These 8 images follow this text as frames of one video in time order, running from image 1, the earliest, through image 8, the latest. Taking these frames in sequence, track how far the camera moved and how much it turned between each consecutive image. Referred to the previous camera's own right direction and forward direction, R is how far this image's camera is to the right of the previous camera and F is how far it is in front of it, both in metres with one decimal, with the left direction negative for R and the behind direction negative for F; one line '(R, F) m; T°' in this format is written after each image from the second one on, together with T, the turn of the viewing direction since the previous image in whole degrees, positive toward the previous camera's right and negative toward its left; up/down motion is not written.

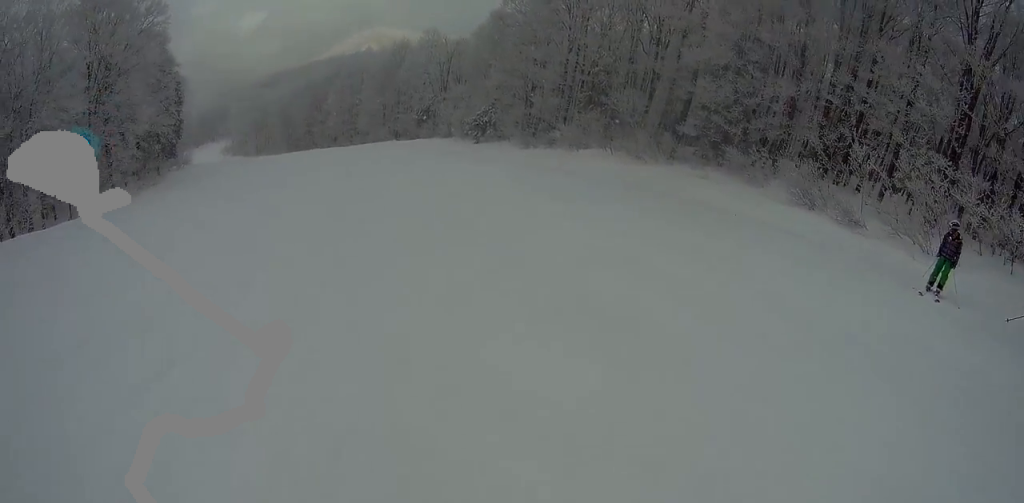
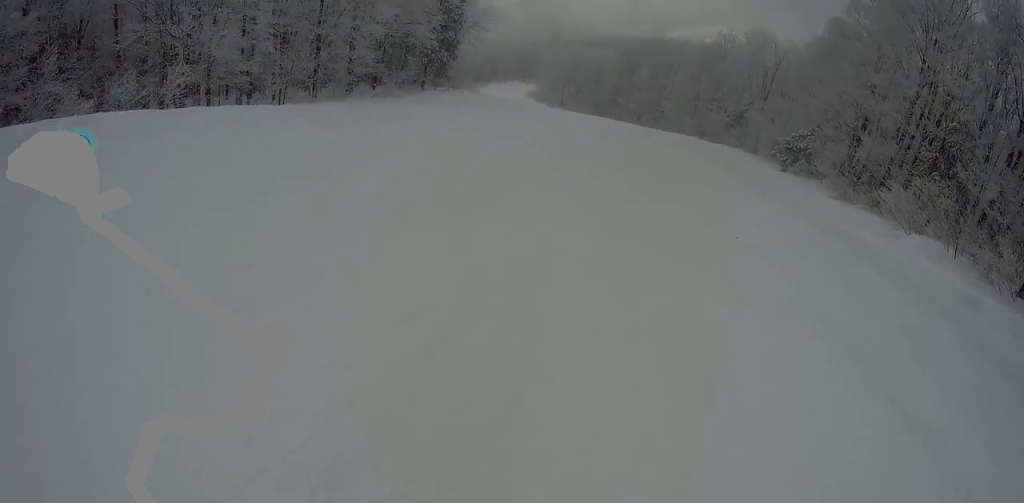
(0.0, +9.1) m; -1°
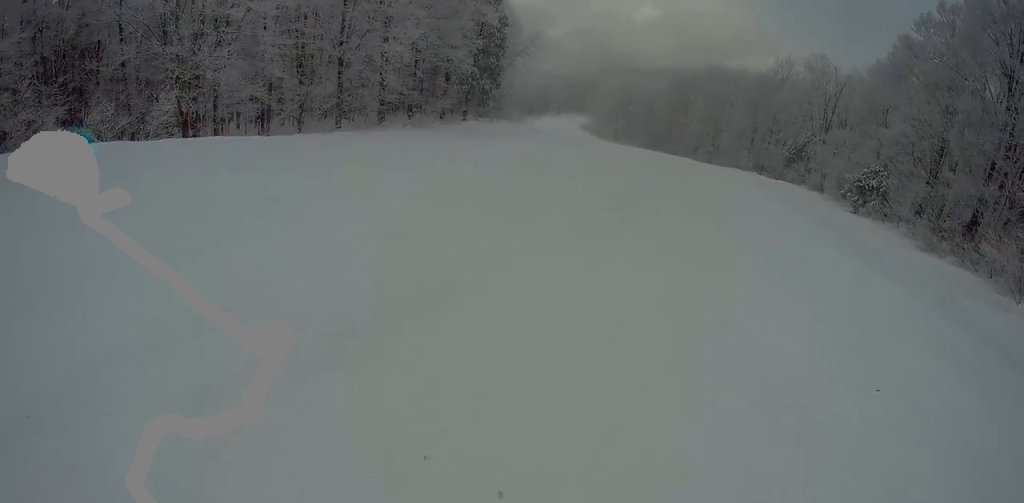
(+0.1, +4.2) m; -5°
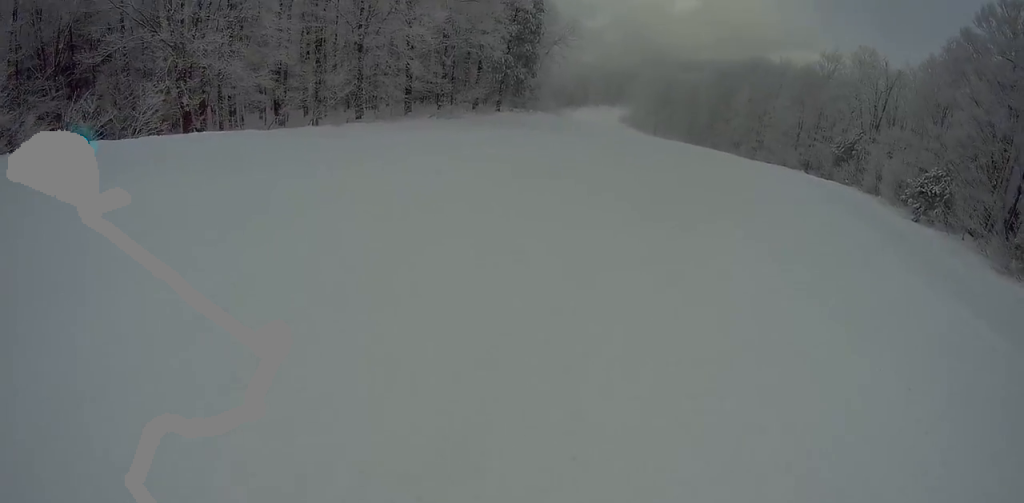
(+0.1, +2.8) m; -3°
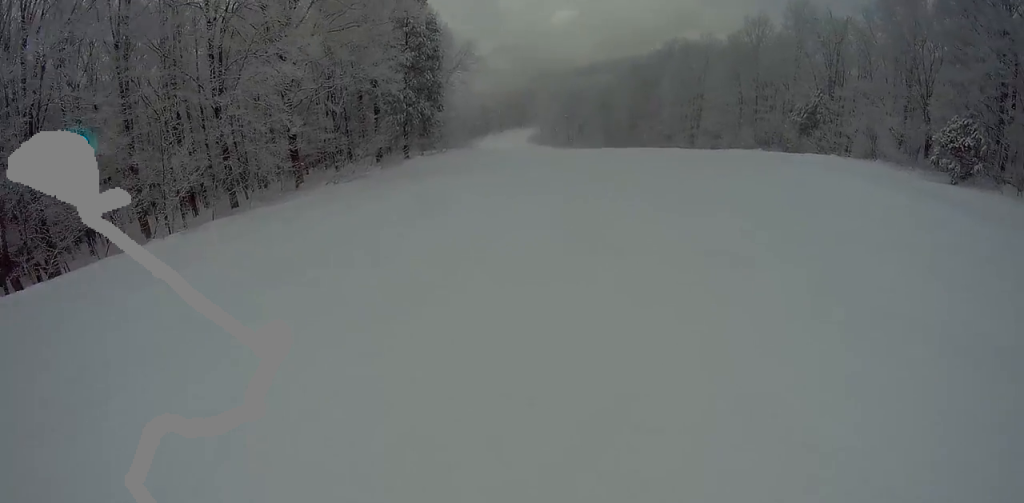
(-1.0, +7.5) m; -7°
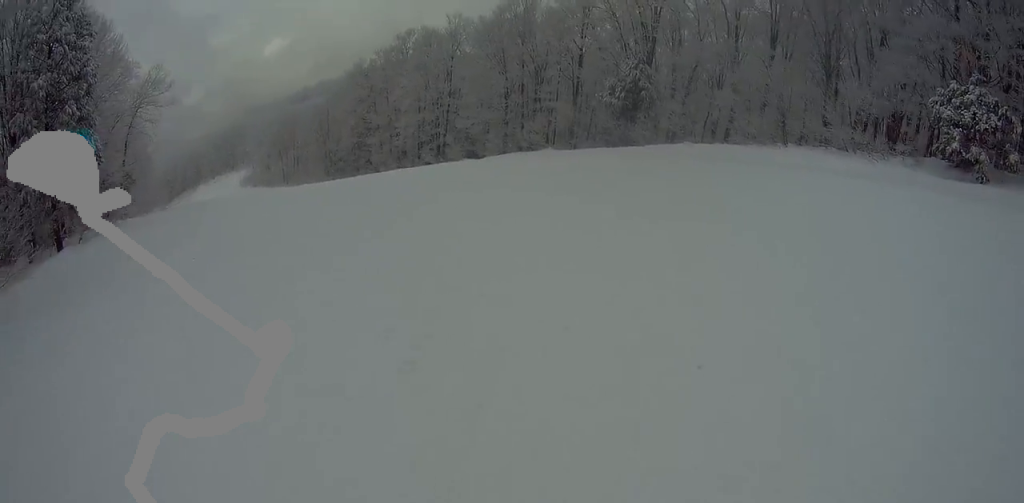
(+0.7, +14.5) m; +10°
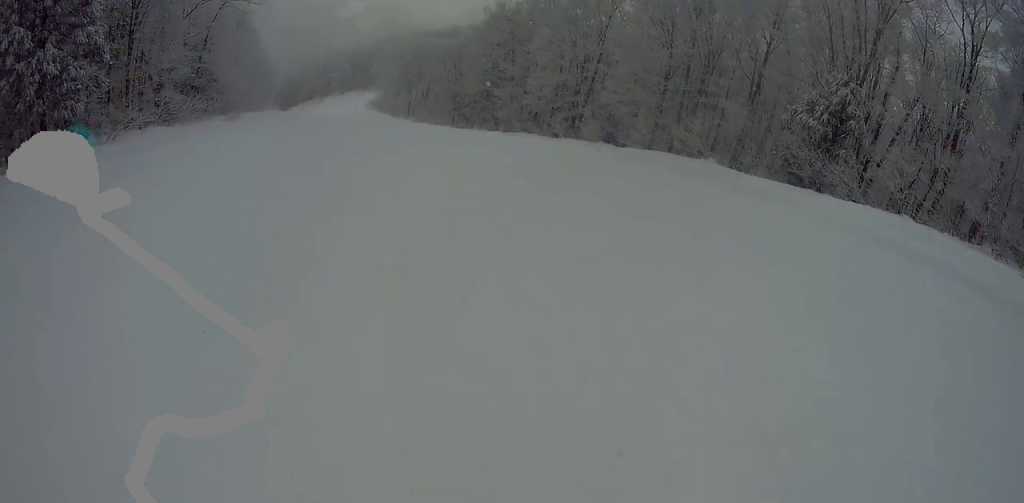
(+0.5, +10.2) m; 0°
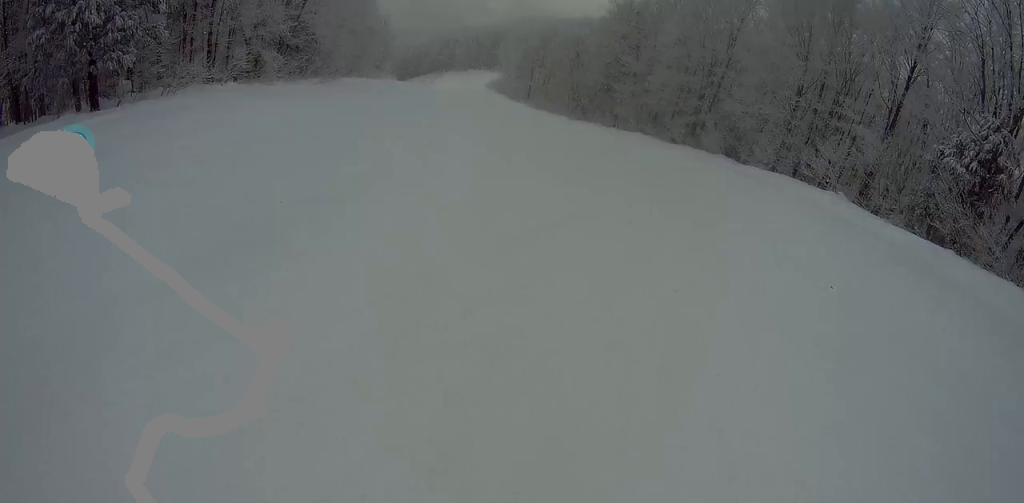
(-0.4, +4.0) m; 0°
